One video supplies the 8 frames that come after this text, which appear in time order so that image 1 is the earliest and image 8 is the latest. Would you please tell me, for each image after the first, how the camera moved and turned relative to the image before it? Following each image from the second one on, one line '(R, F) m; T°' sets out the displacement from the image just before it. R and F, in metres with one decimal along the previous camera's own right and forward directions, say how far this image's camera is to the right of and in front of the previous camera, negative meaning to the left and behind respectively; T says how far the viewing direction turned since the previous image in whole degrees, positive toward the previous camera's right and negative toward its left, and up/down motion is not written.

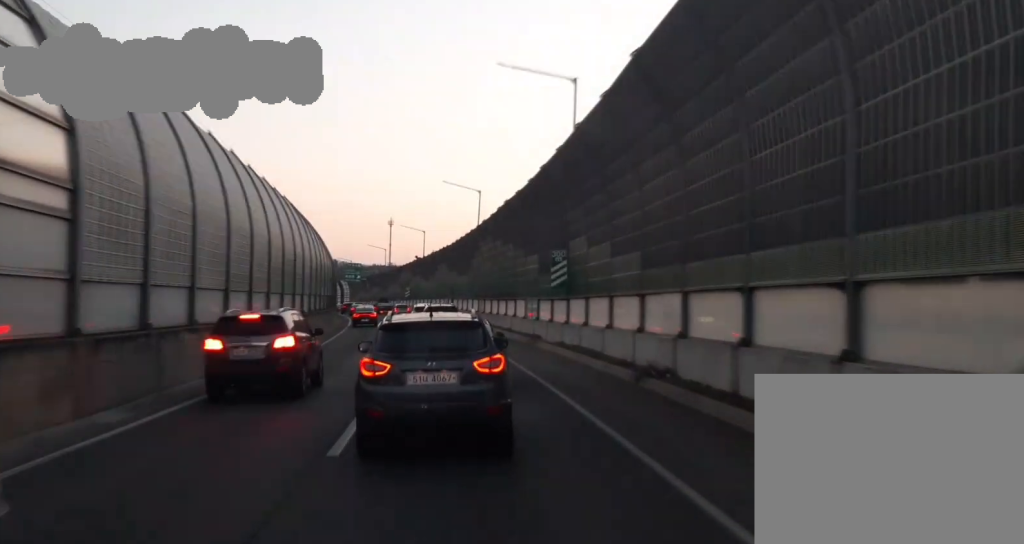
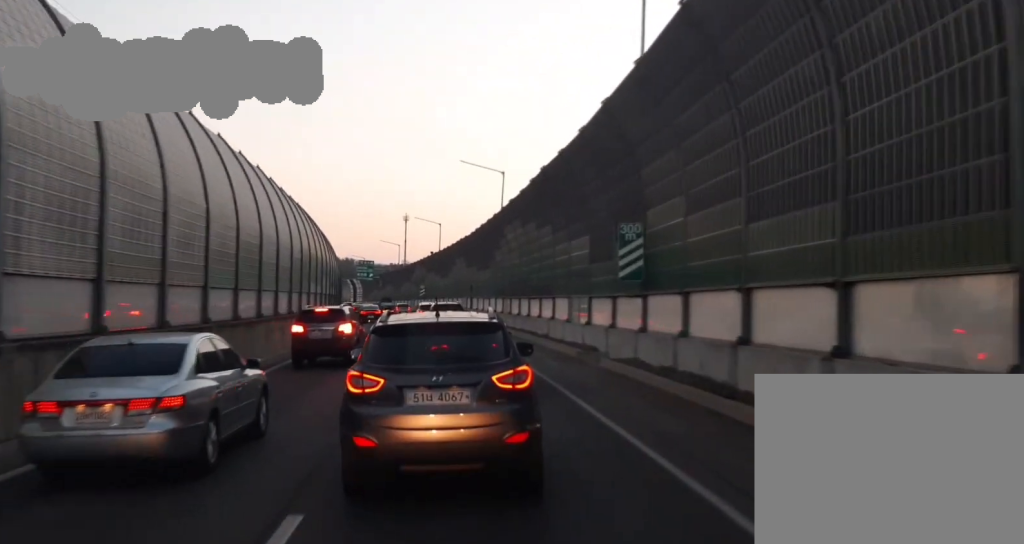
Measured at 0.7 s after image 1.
(0.0, +11.5) m; 0°
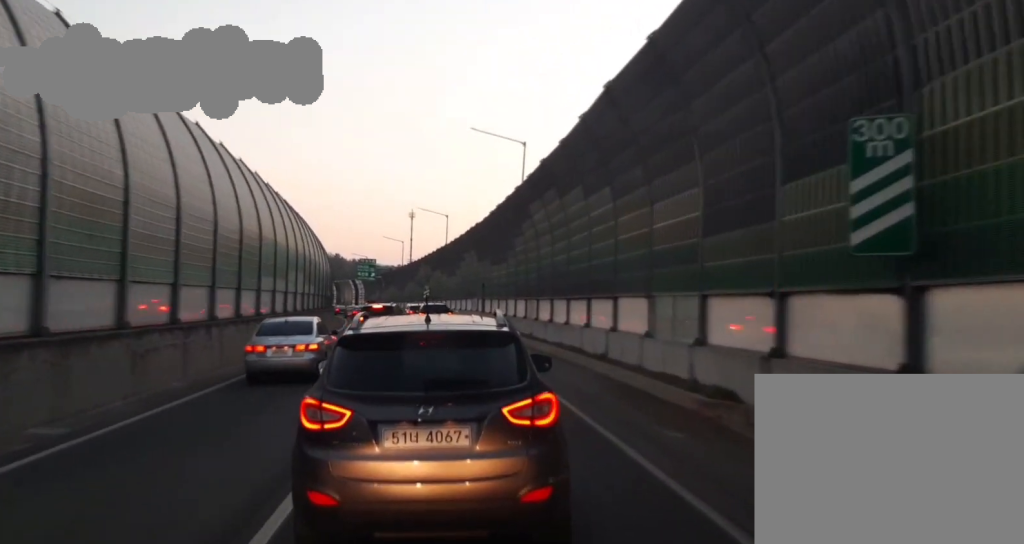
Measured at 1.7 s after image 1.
(-0.1, +15.0) m; -2°
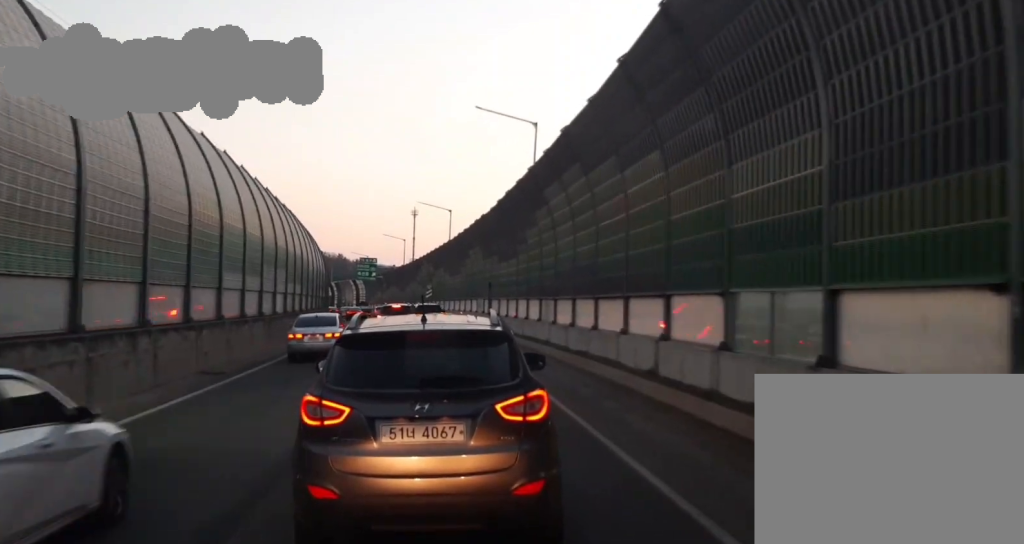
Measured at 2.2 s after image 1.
(-0.2, +7.3) m; -1°
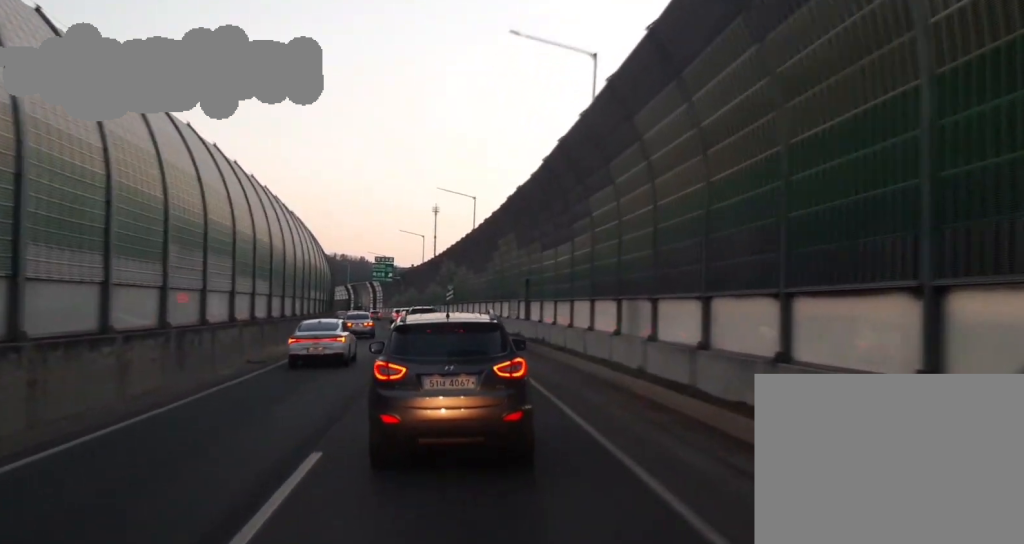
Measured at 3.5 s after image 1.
(-0.2, +18.2) m; -1°
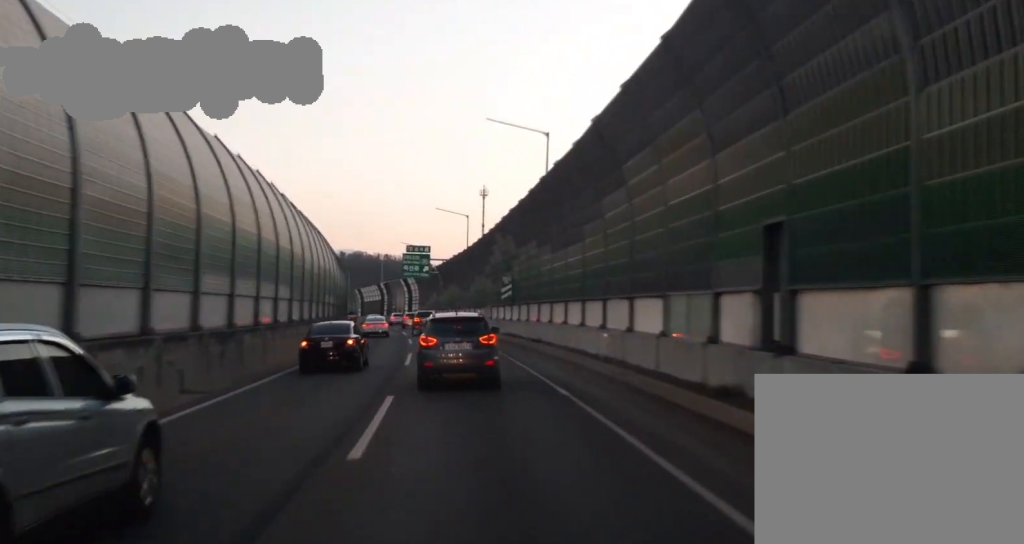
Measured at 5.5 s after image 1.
(0.0, +30.1) m; 0°
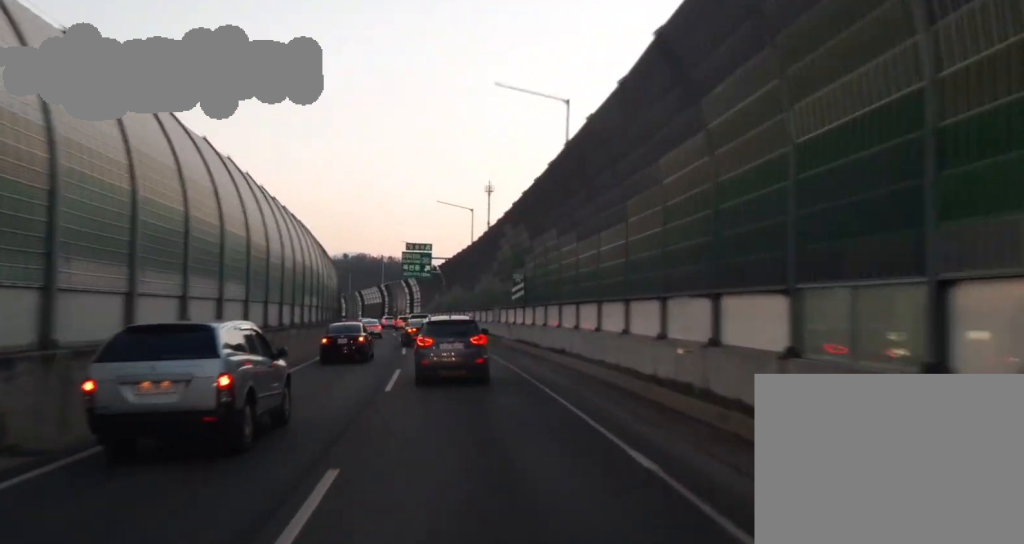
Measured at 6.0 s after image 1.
(0.0, +7.5) m; 0°
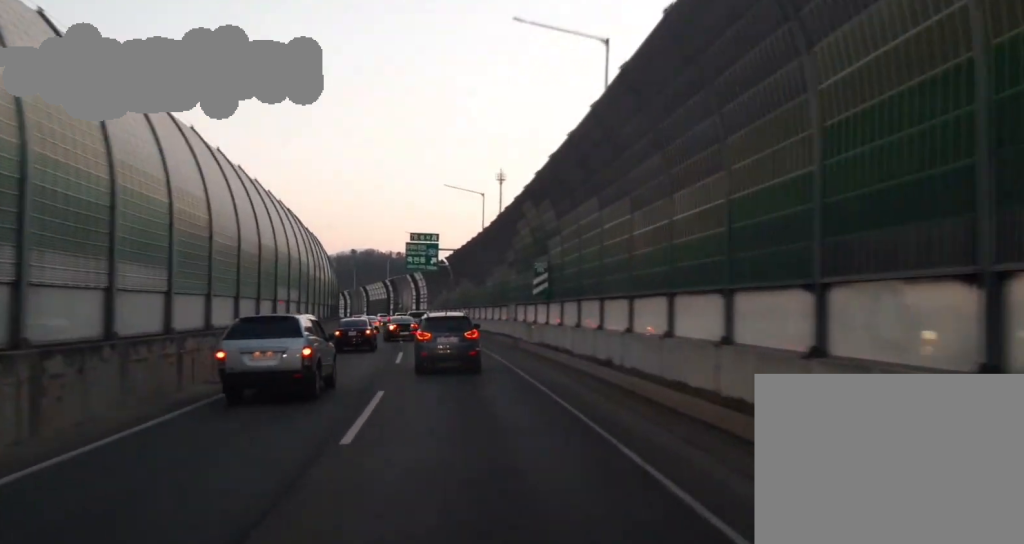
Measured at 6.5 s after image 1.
(0.0, +7.5) m; 0°
